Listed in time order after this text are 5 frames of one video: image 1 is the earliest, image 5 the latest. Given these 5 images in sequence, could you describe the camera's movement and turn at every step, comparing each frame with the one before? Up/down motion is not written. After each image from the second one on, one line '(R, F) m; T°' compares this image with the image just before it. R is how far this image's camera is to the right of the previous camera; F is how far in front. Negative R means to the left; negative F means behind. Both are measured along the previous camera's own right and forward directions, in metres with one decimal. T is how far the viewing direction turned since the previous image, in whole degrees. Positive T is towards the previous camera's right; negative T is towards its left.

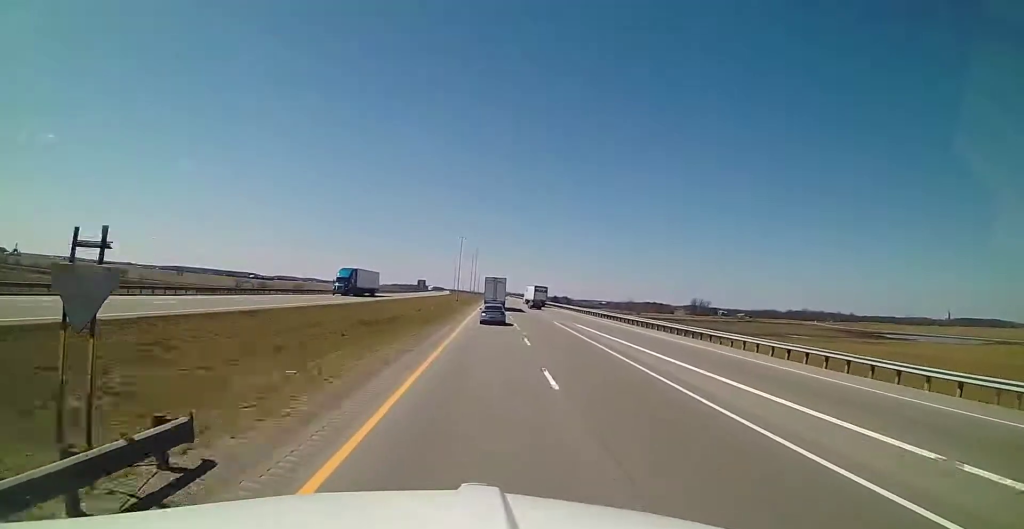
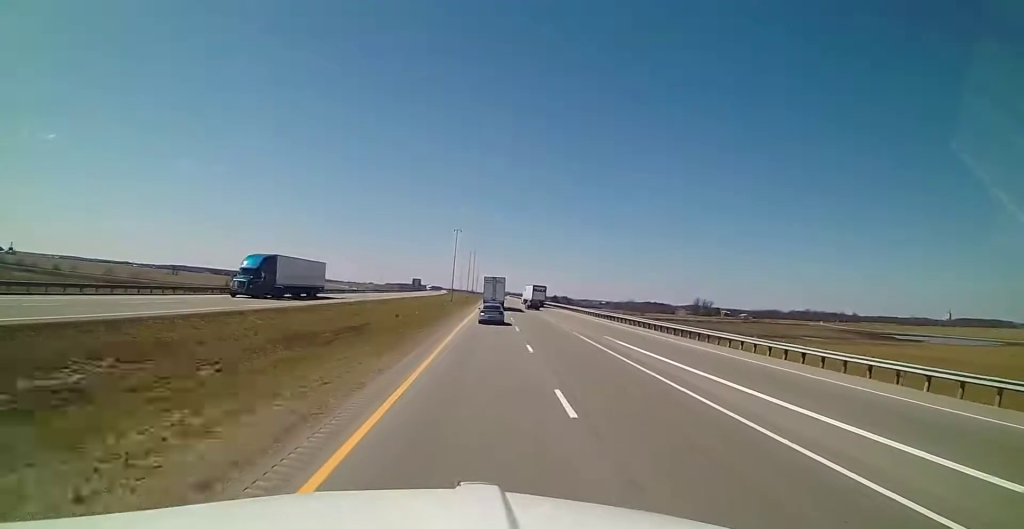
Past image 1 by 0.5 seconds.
(0.0, +15.5) m; 0°
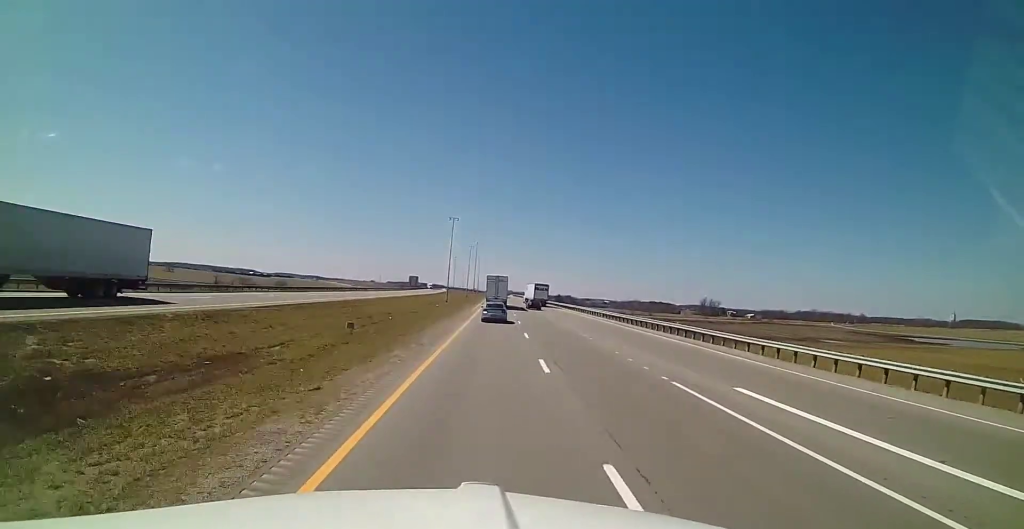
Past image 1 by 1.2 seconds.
(0.0, +18.3) m; 0°
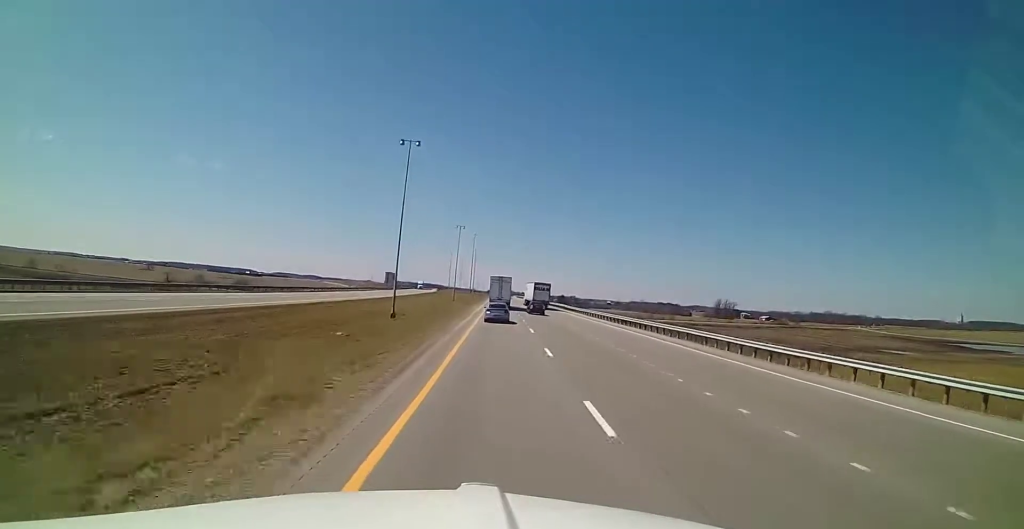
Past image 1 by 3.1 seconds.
(0.0, +55.9) m; -1°
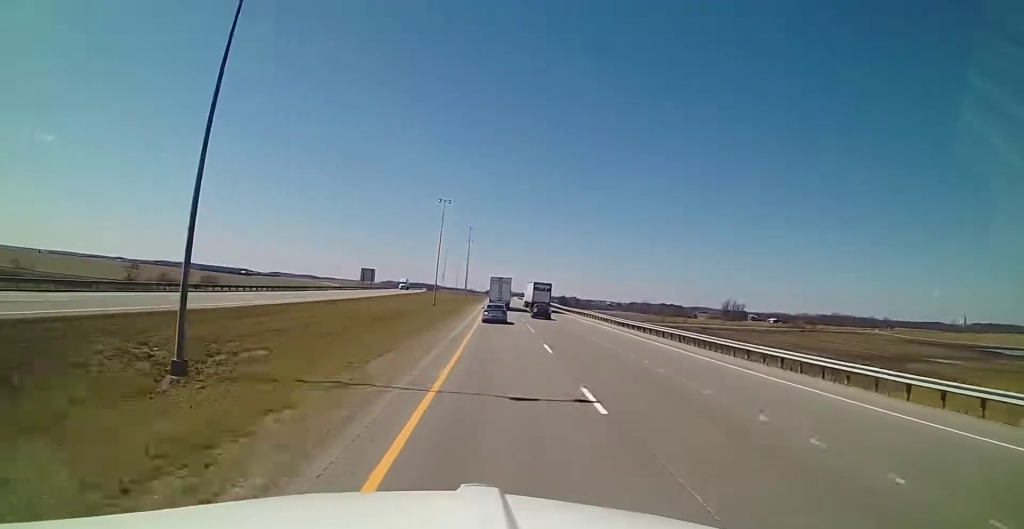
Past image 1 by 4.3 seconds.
(-0.6, +34.7) m; 0°
